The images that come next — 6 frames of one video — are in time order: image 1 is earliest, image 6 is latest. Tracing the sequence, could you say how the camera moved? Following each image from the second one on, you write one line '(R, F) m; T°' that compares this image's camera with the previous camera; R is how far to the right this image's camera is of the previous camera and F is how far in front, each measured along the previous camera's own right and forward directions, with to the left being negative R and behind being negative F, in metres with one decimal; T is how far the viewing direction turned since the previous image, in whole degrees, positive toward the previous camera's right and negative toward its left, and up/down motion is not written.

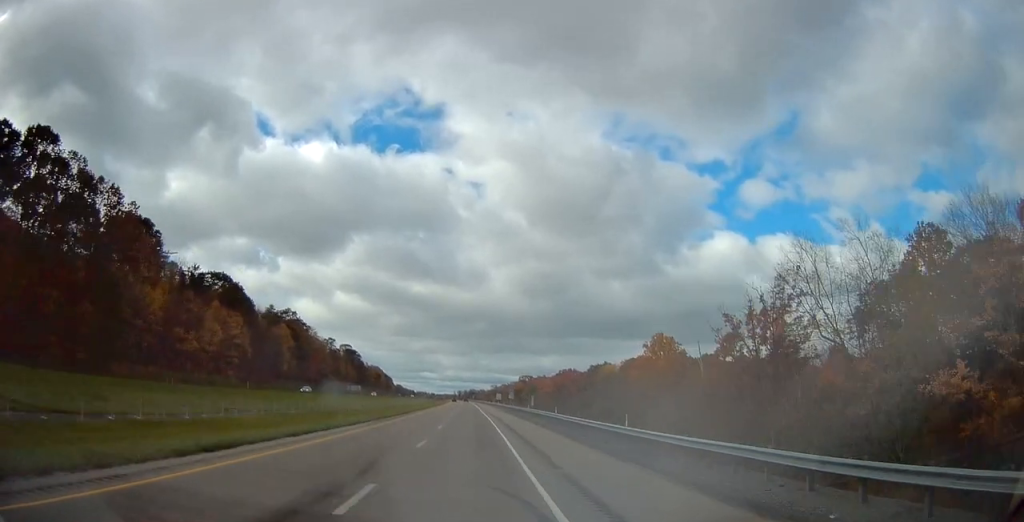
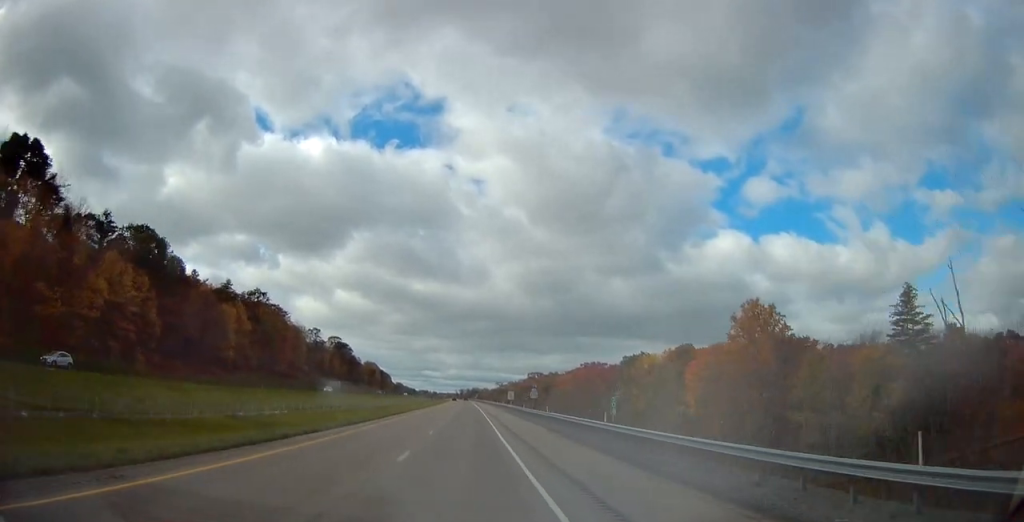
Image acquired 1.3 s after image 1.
(0.0, +41.3) m; -1°
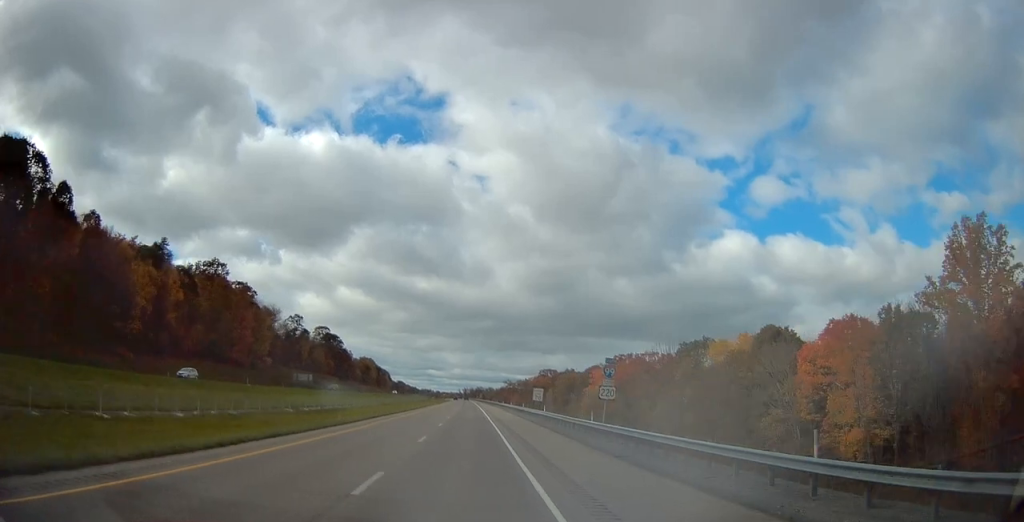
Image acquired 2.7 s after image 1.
(-0.3, +42.2) m; 0°
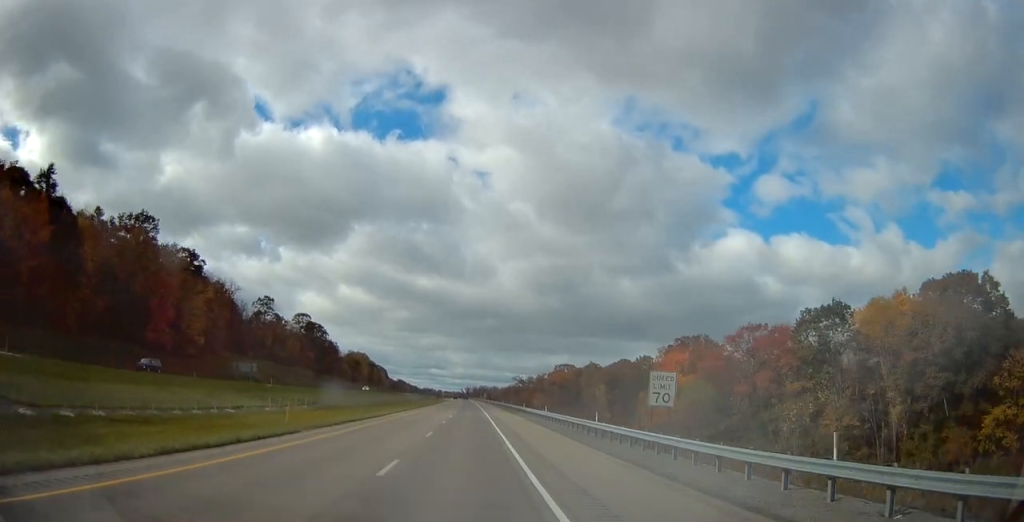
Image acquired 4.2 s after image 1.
(-0.1, +46.3) m; 0°
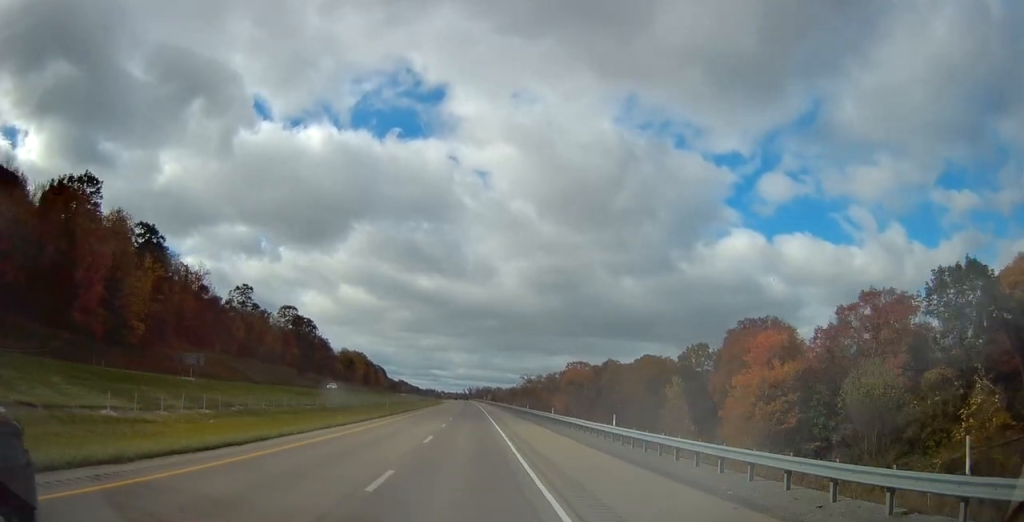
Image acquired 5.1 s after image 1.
(+0.1, +26.6) m; 0°
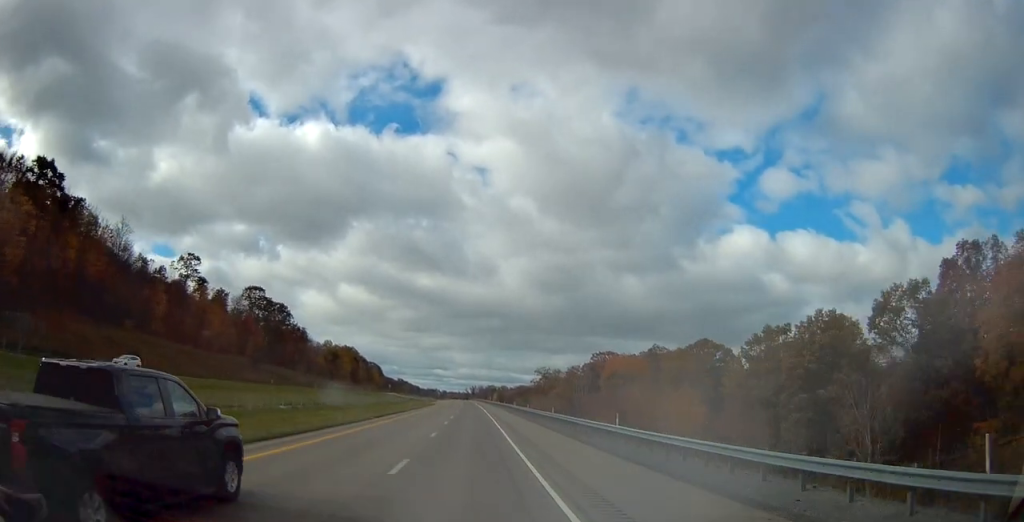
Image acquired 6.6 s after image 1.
(-0.4, +46.1) m; 0°
